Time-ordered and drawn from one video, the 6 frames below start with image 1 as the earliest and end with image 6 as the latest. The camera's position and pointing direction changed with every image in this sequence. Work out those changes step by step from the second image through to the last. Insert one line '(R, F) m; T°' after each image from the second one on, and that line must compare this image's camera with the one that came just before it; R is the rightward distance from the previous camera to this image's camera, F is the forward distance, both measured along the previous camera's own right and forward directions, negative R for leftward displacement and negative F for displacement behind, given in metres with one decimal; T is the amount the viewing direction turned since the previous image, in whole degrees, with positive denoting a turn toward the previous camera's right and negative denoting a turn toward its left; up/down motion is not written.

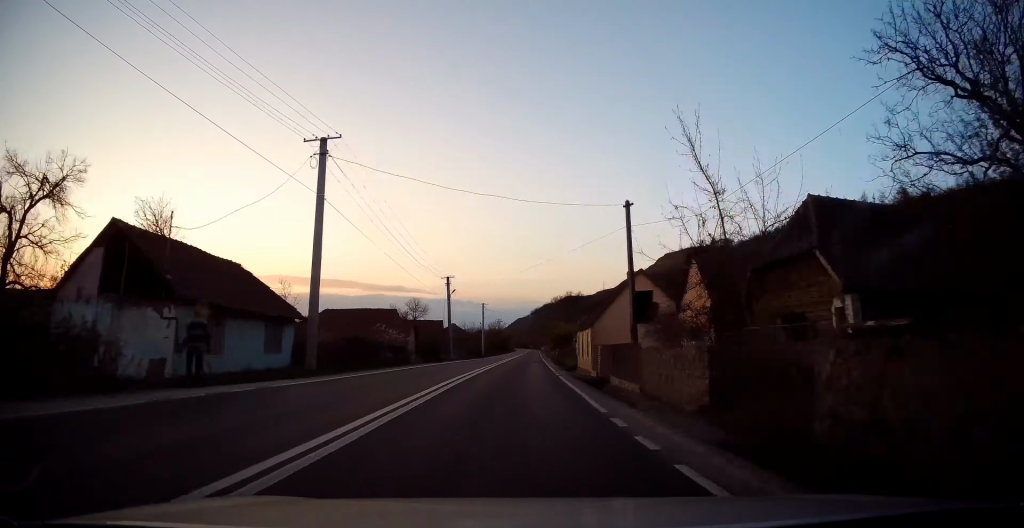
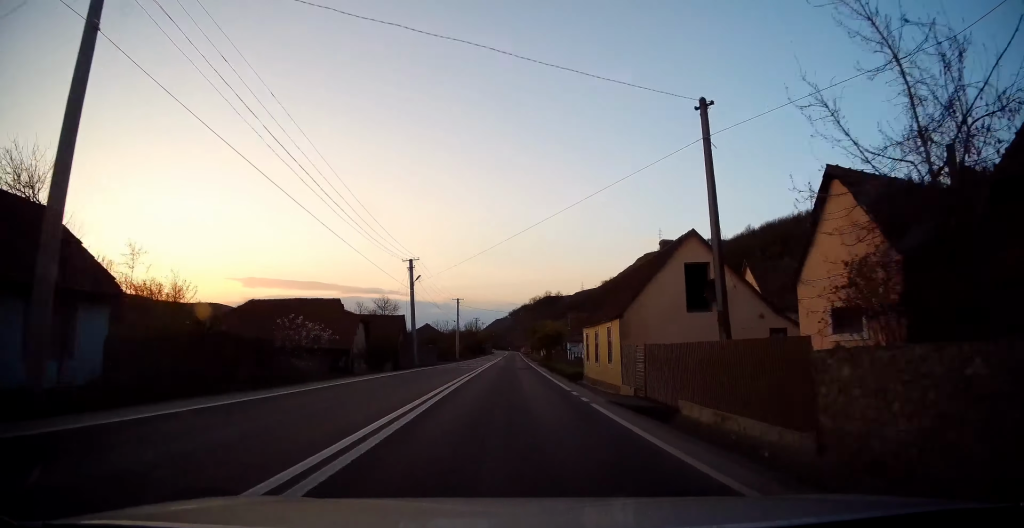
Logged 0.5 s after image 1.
(+0.6, +11.4) m; +4°
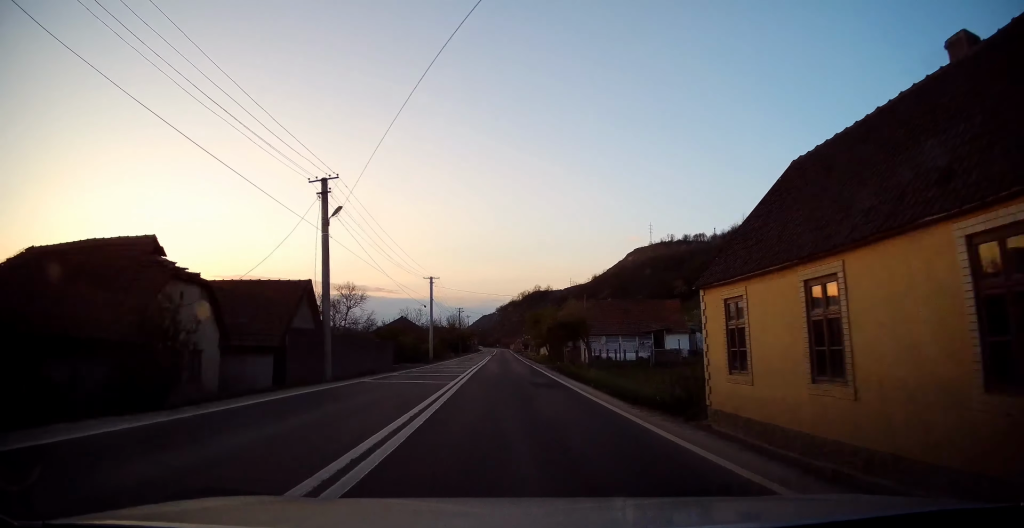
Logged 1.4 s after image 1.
(+1.1, +18.8) m; +4°
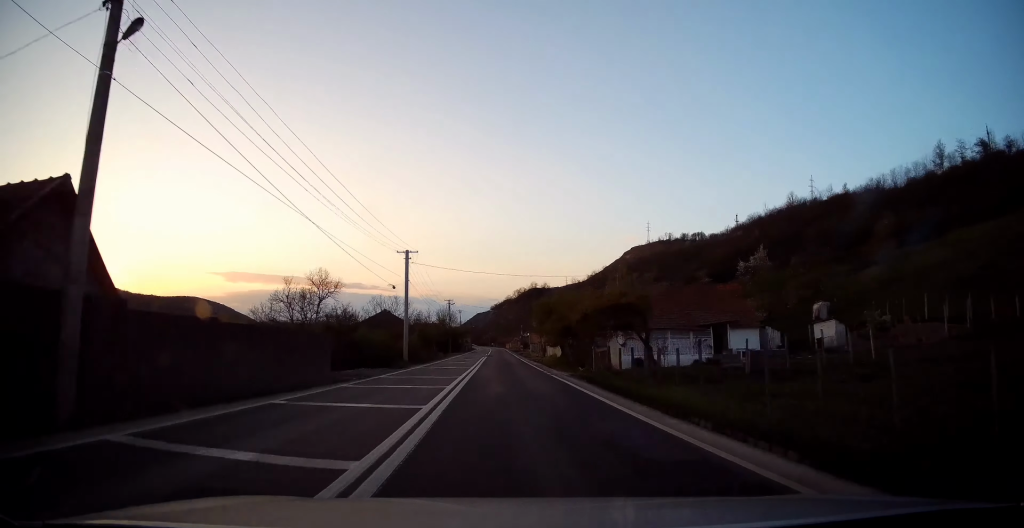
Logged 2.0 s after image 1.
(+0.6, +13.3) m; +1°
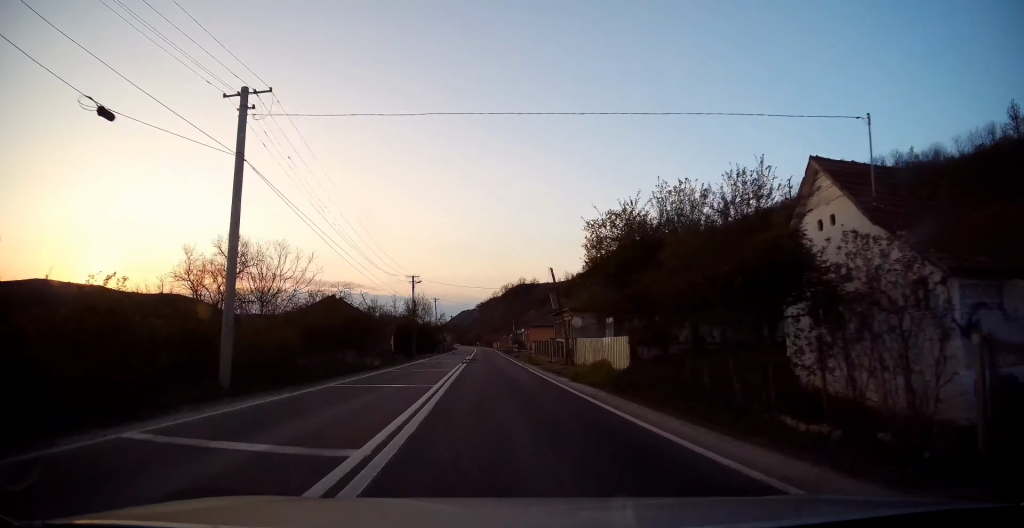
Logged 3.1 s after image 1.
(-0.5, +25.4) m; +1°
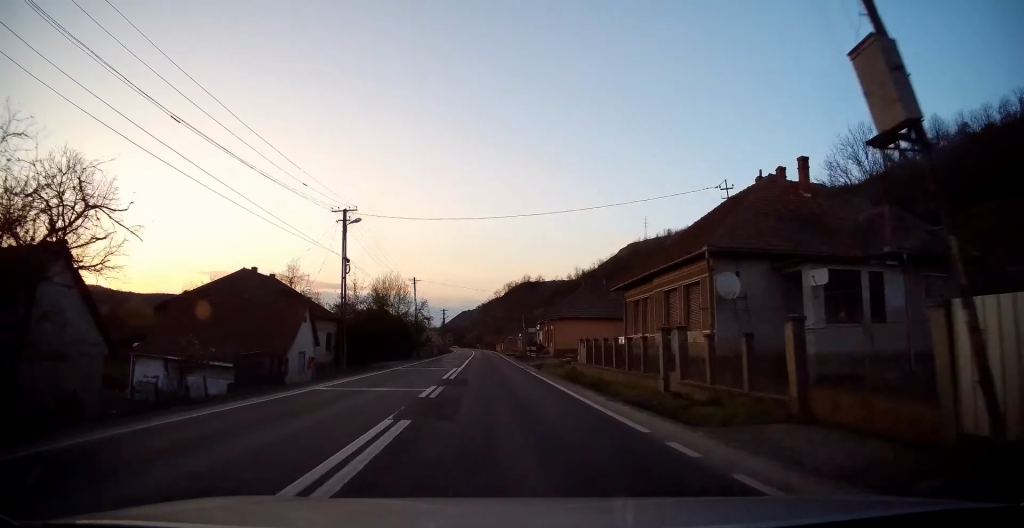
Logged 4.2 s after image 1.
(+0.8, +26.4) m; +1°
